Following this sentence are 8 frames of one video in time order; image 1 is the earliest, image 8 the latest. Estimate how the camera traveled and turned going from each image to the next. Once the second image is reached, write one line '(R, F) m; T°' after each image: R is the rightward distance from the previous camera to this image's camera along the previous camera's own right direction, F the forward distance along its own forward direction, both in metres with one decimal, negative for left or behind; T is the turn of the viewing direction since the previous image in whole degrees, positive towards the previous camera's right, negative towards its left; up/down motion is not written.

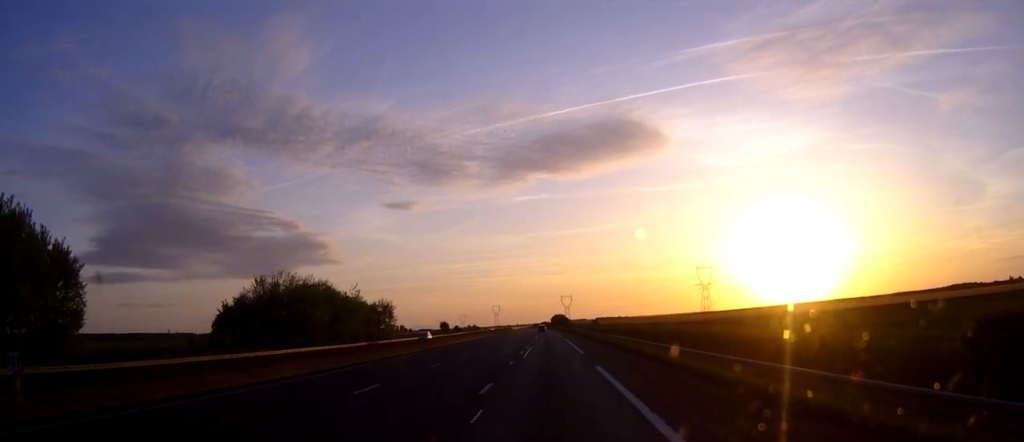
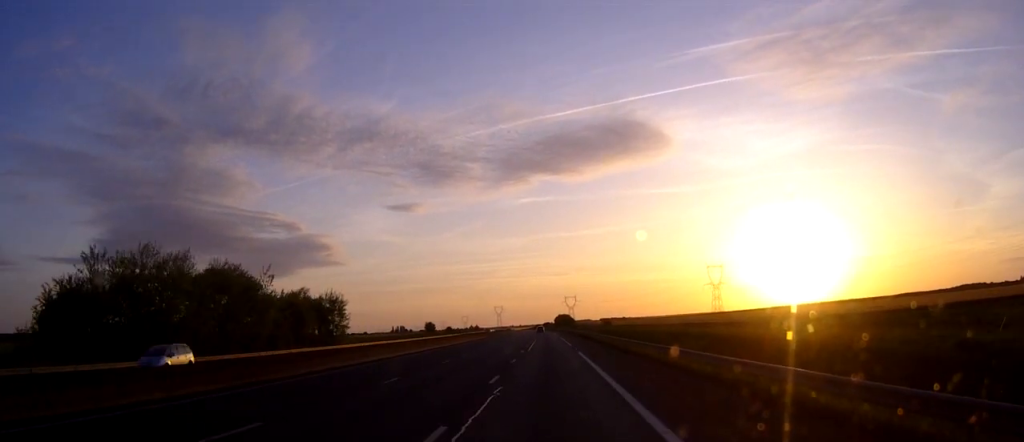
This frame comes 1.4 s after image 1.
(-0.1, +35.8) m; 0°
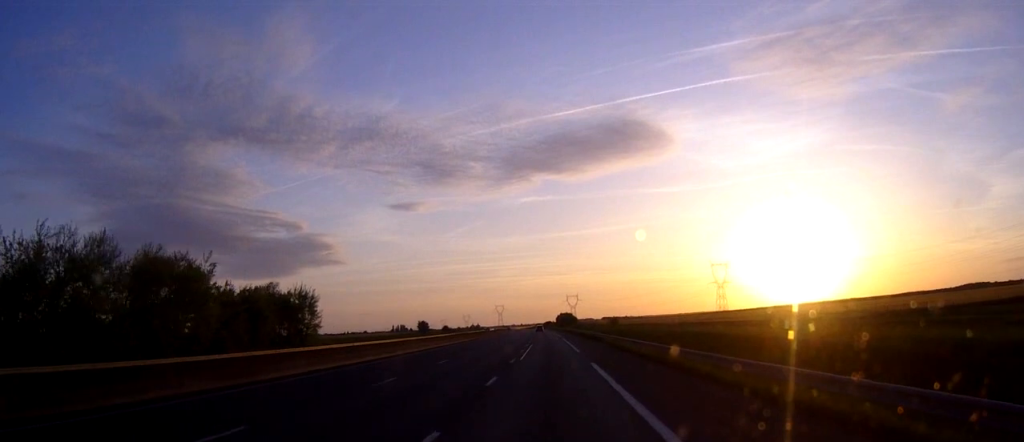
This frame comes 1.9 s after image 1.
(0.0, +13.9) m; 0°
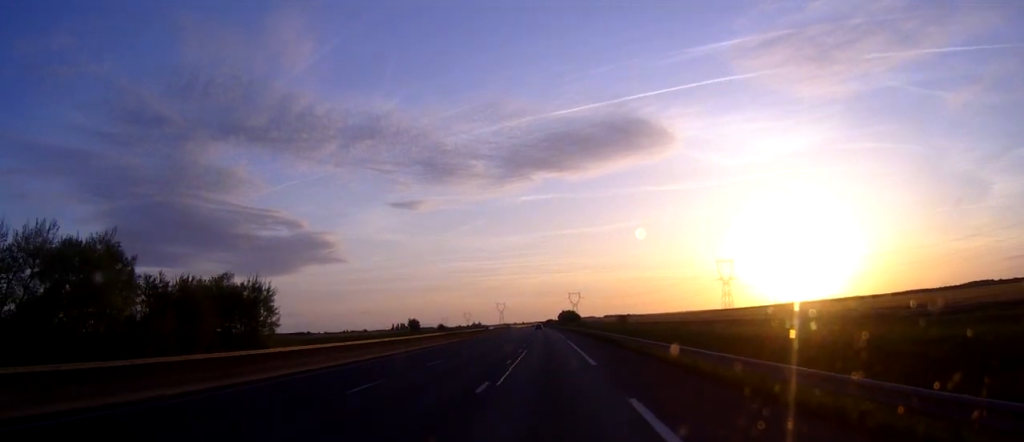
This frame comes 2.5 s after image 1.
(0.0, +15.7) m; 0°
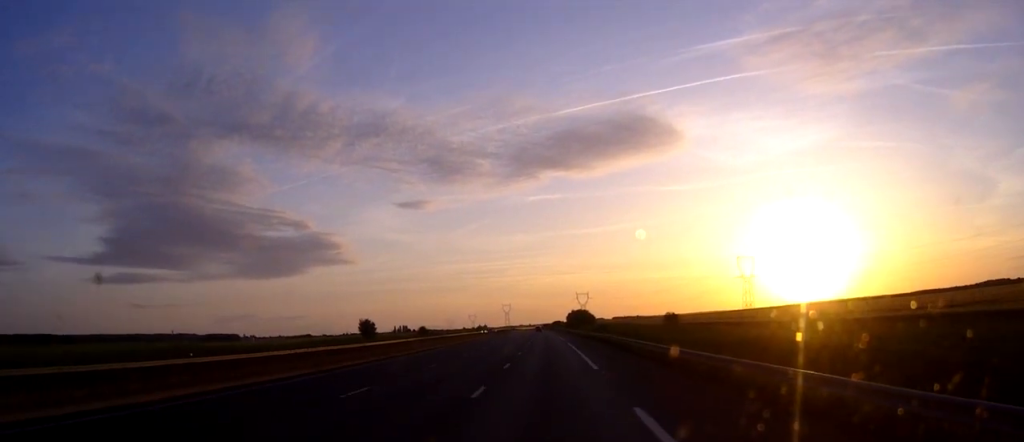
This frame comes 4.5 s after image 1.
(-0.1, +53.2) m; 0°
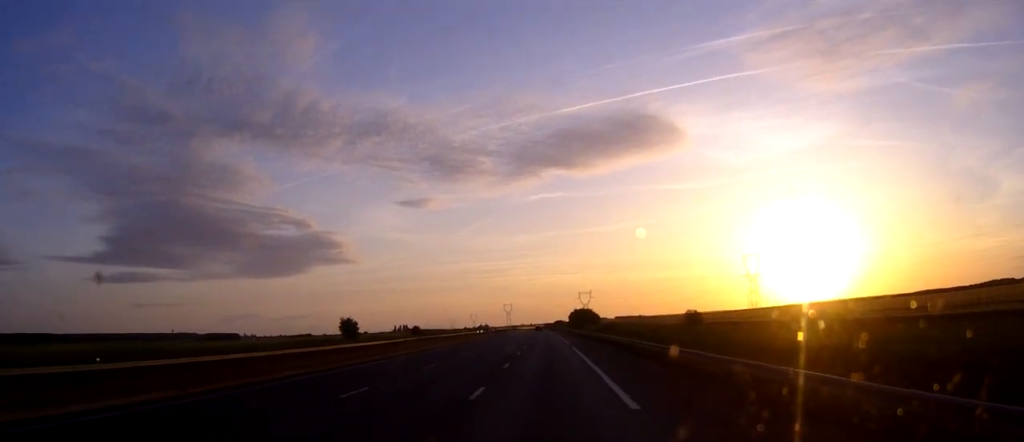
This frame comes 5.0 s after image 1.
(0.0, +13.1) m; 0°
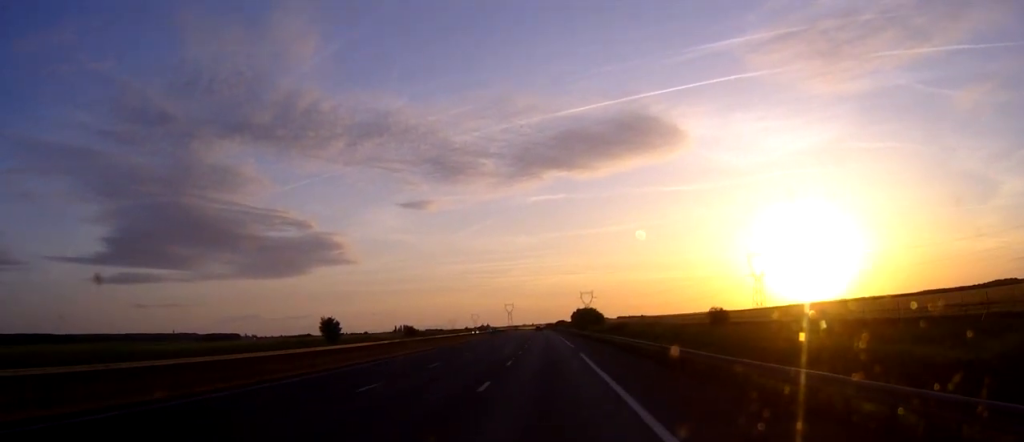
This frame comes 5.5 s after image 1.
(0.0, +11.3) m; 0°
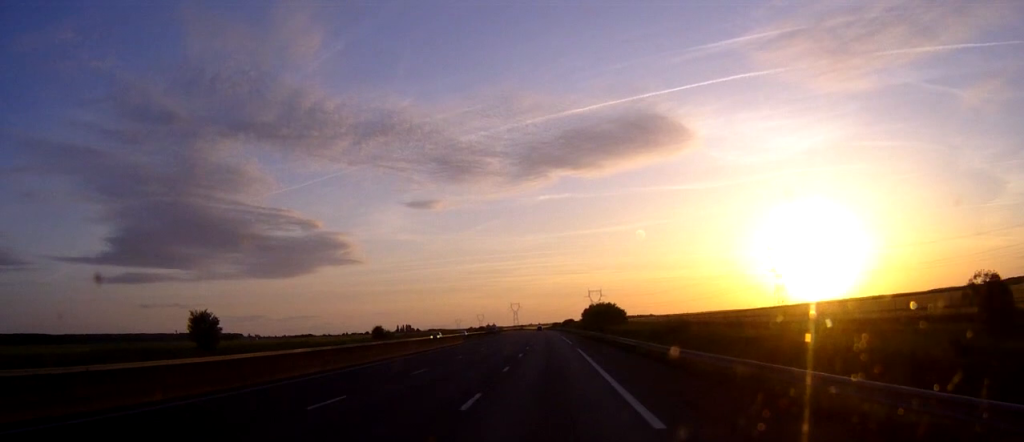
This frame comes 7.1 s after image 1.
(-0.3, +43.5) m; -1°
